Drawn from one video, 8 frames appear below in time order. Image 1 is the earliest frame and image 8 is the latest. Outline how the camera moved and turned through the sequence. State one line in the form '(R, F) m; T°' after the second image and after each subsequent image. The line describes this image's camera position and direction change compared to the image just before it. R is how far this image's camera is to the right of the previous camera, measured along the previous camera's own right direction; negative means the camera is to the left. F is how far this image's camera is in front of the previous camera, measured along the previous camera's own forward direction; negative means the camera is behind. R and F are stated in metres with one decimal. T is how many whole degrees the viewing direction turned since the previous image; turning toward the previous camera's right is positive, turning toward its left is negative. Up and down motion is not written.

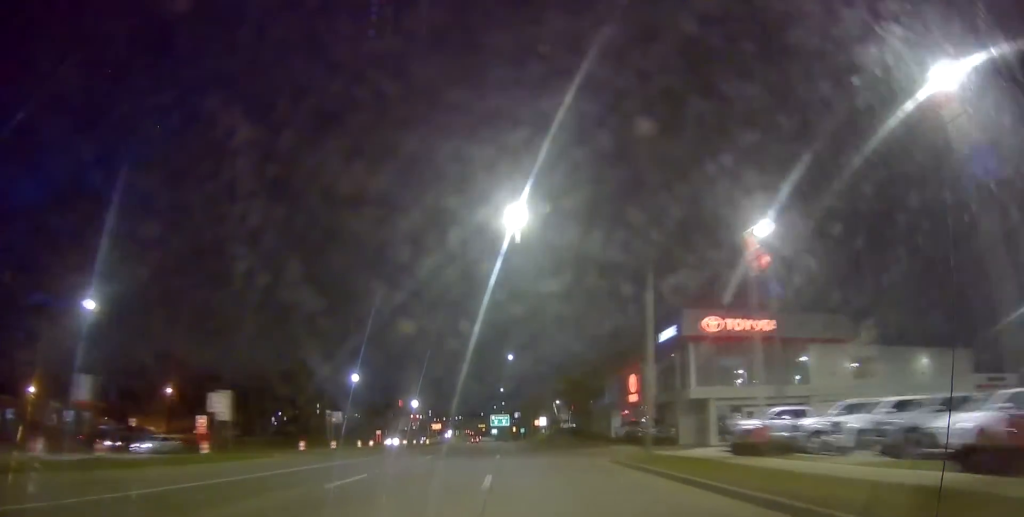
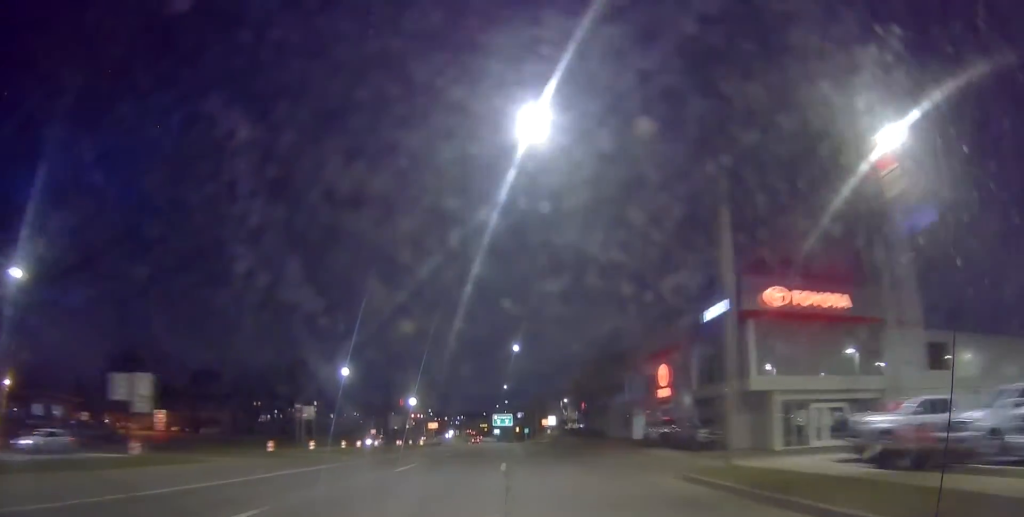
(0.0, +8.6) m; 0°
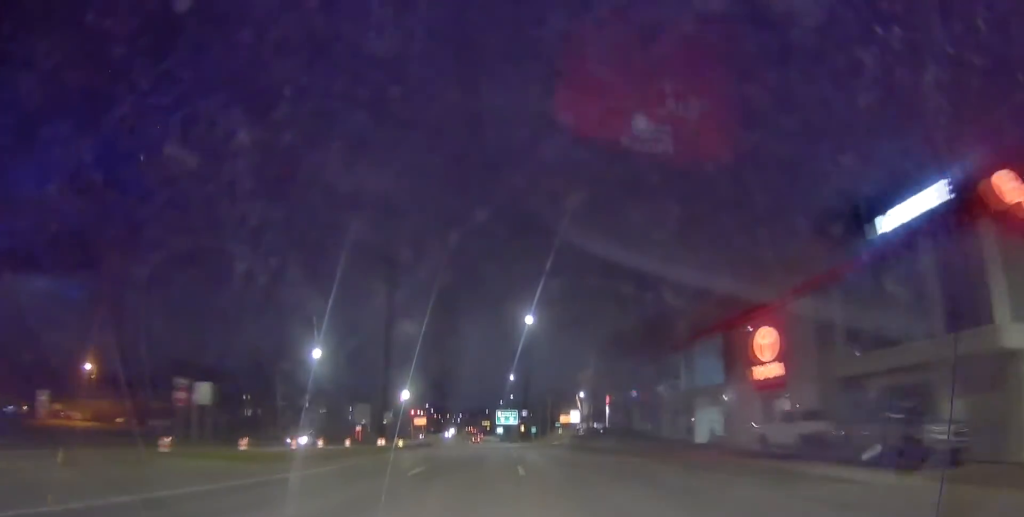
(0.0, +17.4) m; +1°
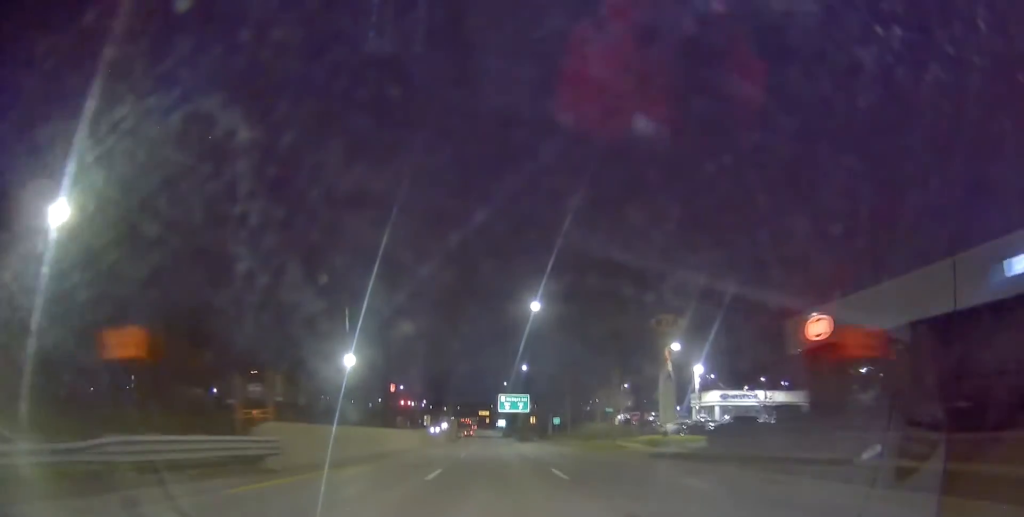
(+0.1, +50.3) m; 0°
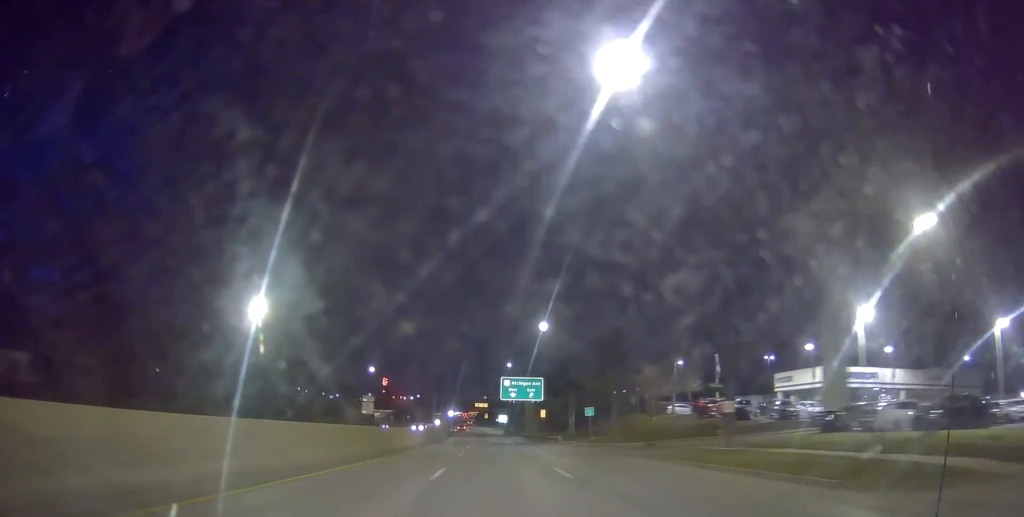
(-0.1, +31.7) m; -1°
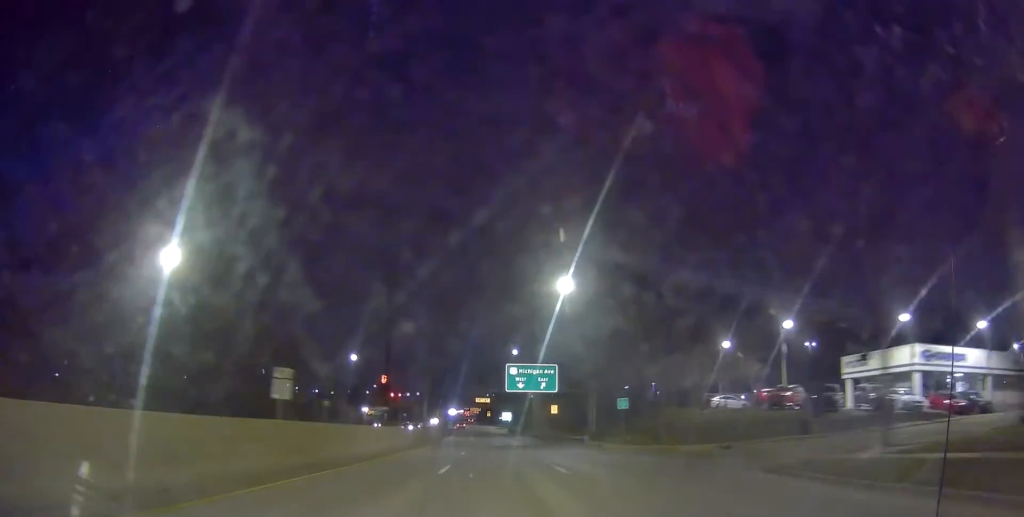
(-0.1, +14.8) m; 0°
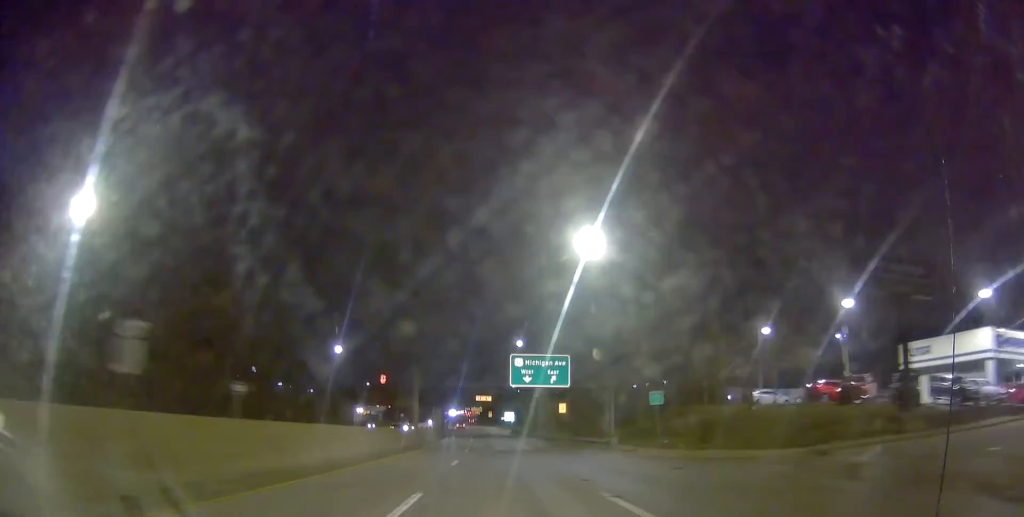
(-0.1, +9.3) m; 0°
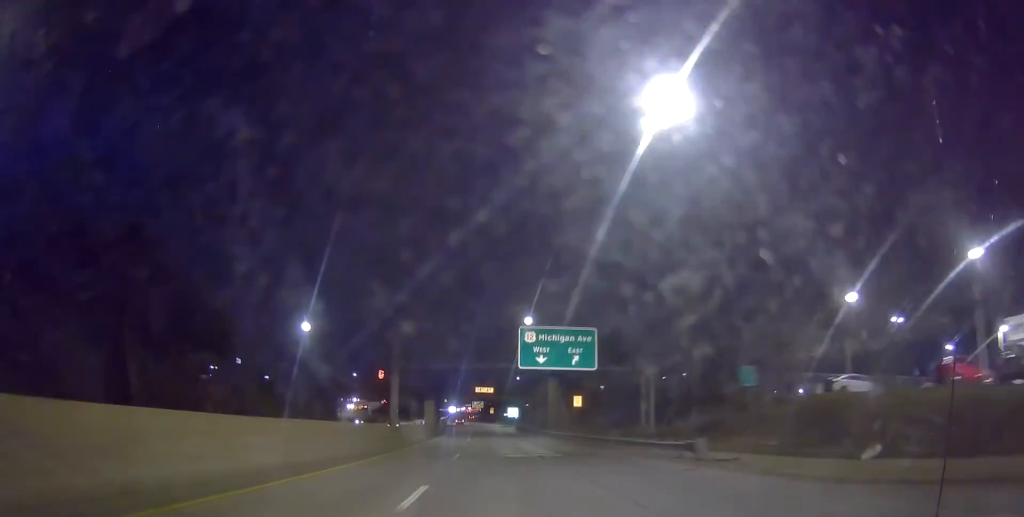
(+0.1, +14.1) m; 0°
